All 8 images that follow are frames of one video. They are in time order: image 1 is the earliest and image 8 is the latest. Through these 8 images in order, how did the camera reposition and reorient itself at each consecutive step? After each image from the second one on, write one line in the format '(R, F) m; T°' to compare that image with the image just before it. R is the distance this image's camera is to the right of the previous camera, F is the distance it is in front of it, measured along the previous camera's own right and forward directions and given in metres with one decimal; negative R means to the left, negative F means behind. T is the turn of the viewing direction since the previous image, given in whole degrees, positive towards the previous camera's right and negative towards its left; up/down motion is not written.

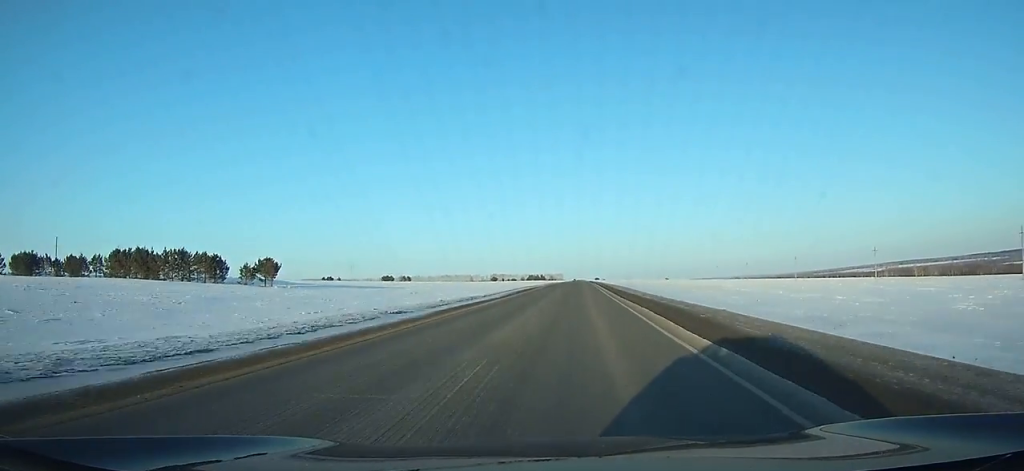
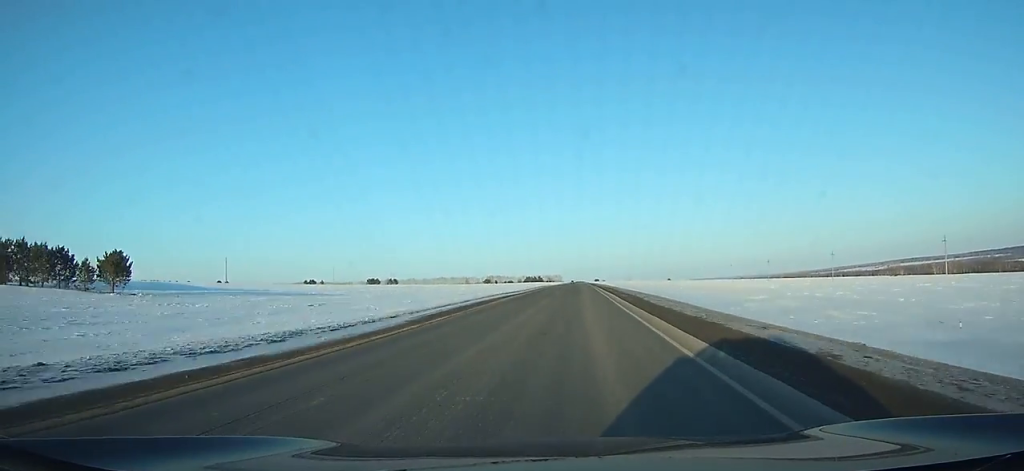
(+0.1, +34.8) m; 0°
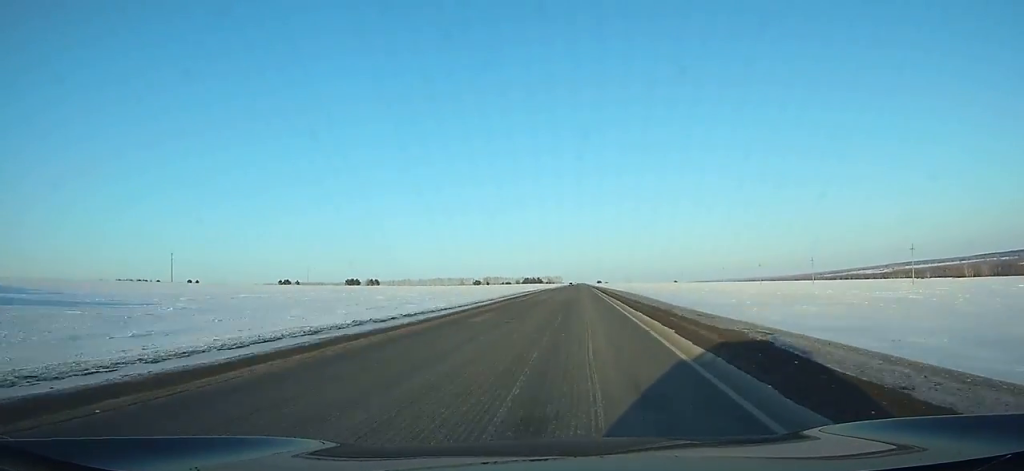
(-0.1, +49.0) m; 0°
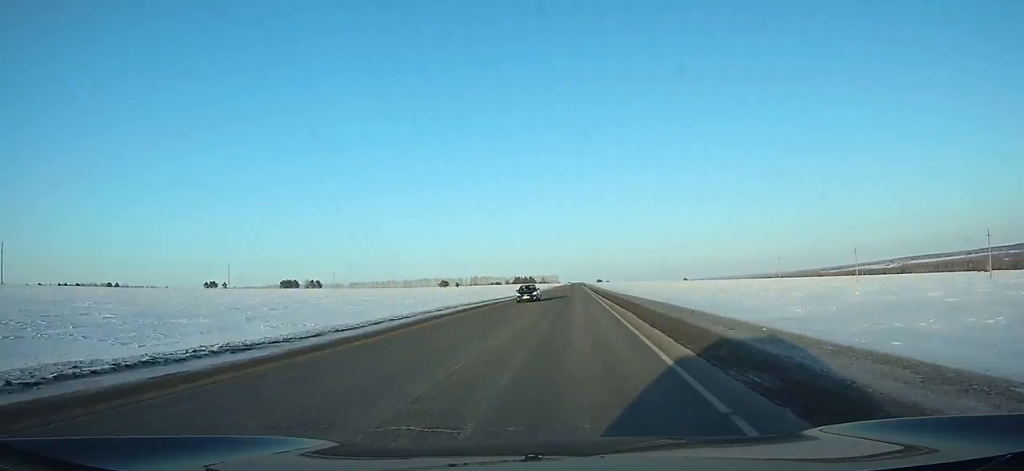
(-0.1, +97.7) m; 0°
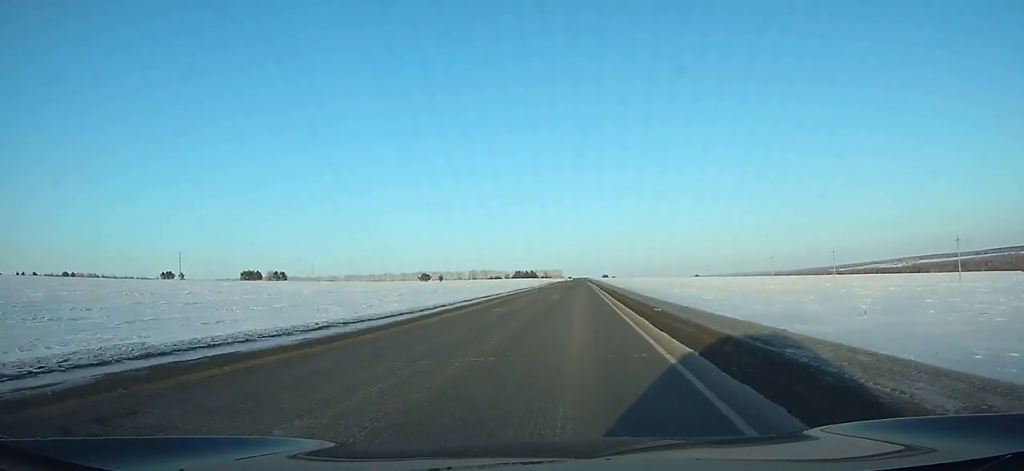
(+0.1, +48.5) m; 0°
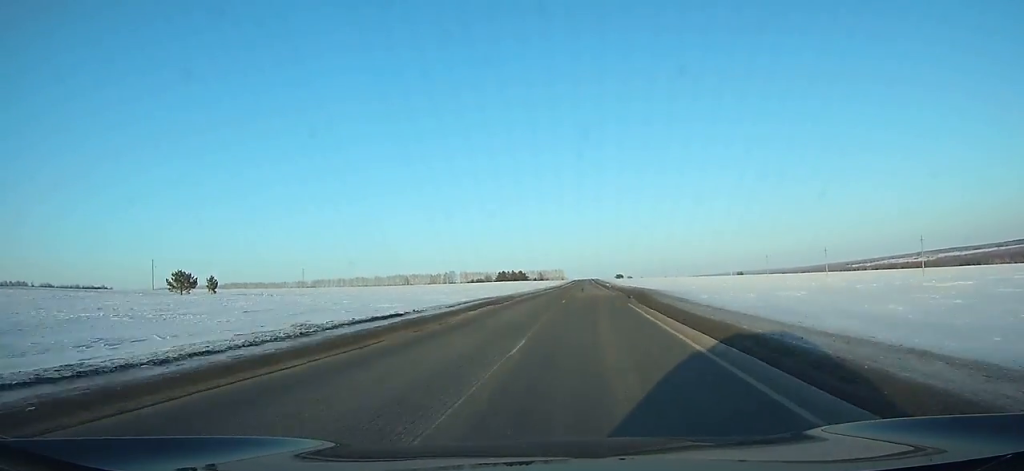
(-1.2, +175.2) m; -1°
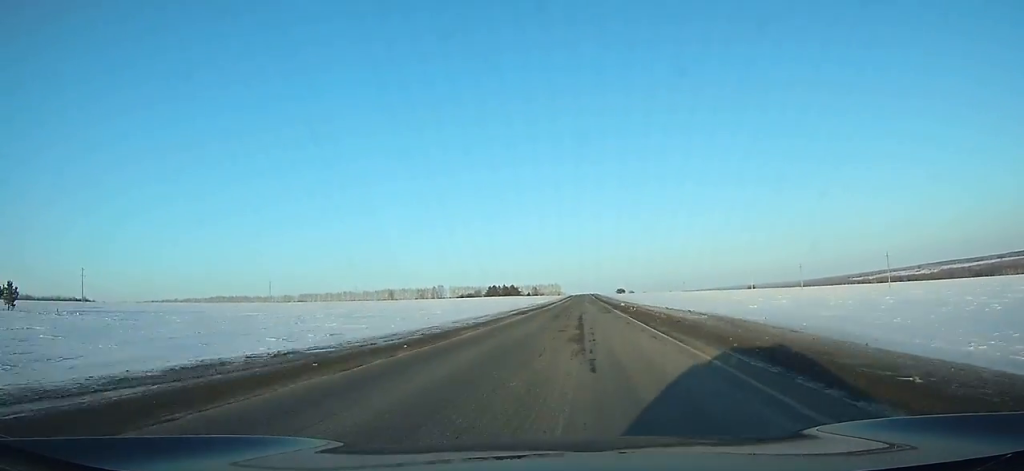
(-0.2, +44.8) m; 0°
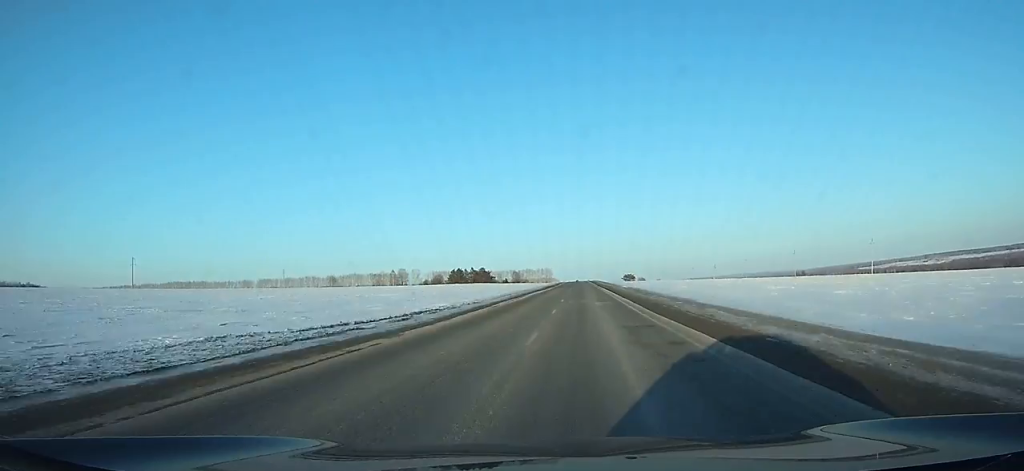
(+0.9, +126.0) m; +1°
